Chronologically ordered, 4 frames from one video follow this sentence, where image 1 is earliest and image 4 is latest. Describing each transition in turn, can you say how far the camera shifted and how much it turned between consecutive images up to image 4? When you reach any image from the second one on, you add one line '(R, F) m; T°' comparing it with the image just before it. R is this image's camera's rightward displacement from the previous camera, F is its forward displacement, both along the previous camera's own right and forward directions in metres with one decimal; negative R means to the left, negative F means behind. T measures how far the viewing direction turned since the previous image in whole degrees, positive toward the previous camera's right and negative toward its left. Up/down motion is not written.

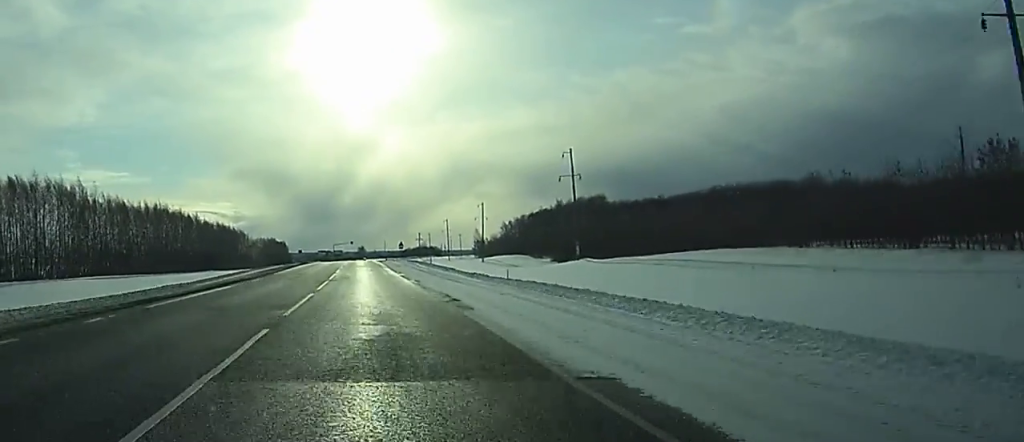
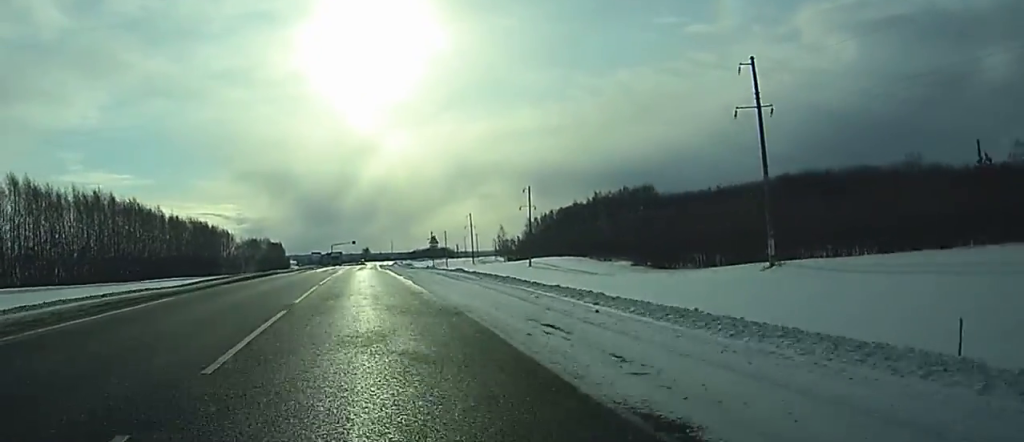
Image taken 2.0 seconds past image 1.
(0.0, +56.7) m; 0°
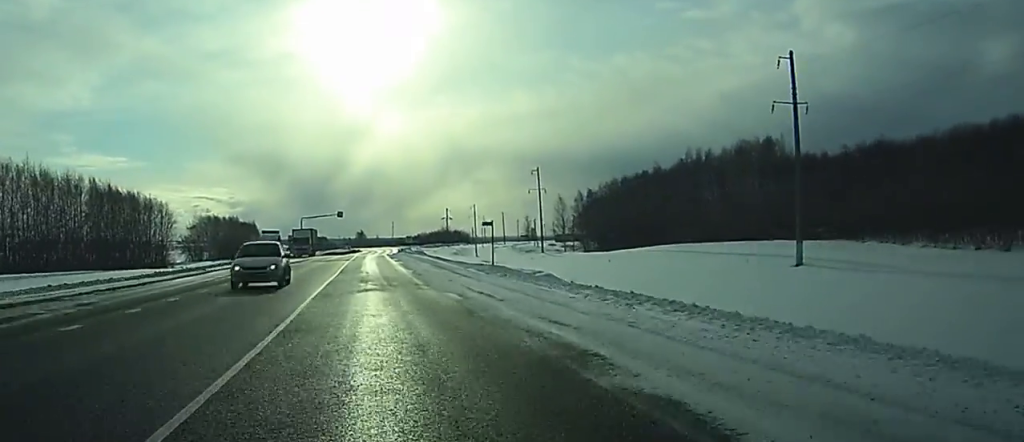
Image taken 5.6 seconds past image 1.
(-0.1, +103.7) m; -1°
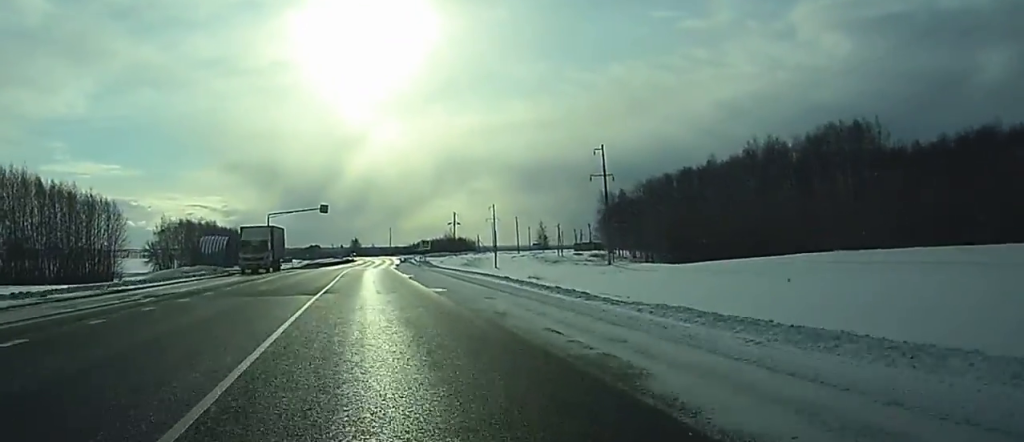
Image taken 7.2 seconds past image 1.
(-0.7, +44.1) m; -2°
